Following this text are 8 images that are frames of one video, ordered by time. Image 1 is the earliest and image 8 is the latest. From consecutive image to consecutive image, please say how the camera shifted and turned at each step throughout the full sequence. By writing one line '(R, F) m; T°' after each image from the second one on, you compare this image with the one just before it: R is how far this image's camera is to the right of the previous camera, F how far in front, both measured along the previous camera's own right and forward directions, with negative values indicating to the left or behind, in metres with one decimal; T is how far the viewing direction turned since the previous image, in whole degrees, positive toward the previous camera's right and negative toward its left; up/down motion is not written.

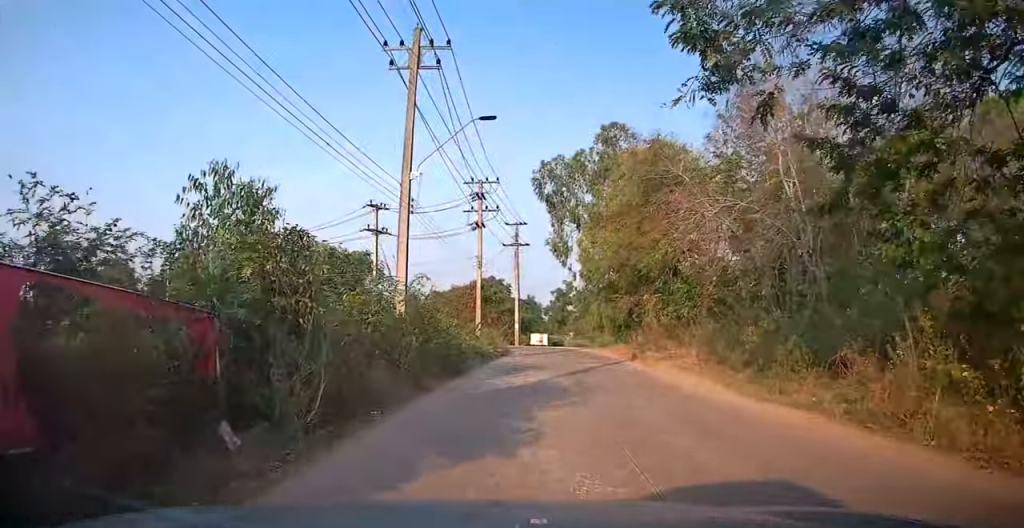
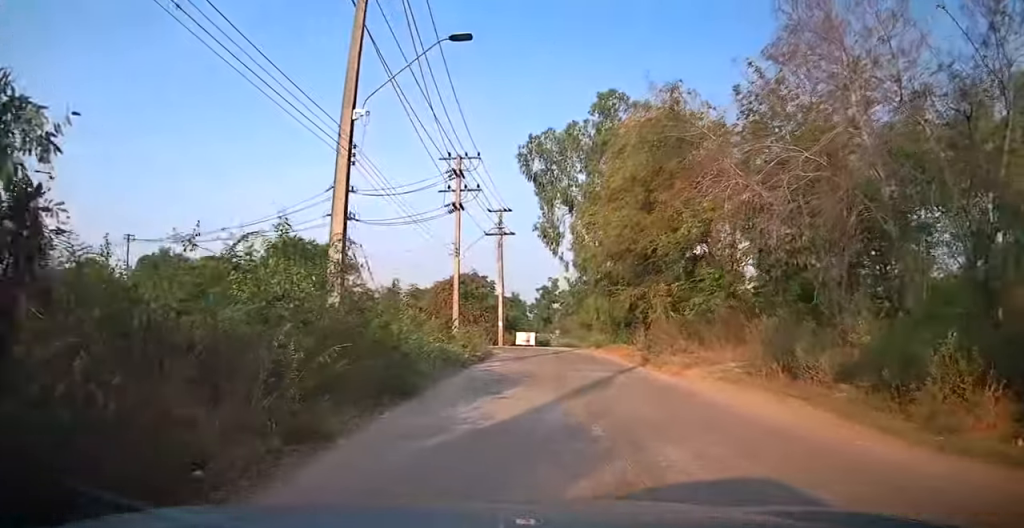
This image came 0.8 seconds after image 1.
(+0.2, +5.3) m; +3°
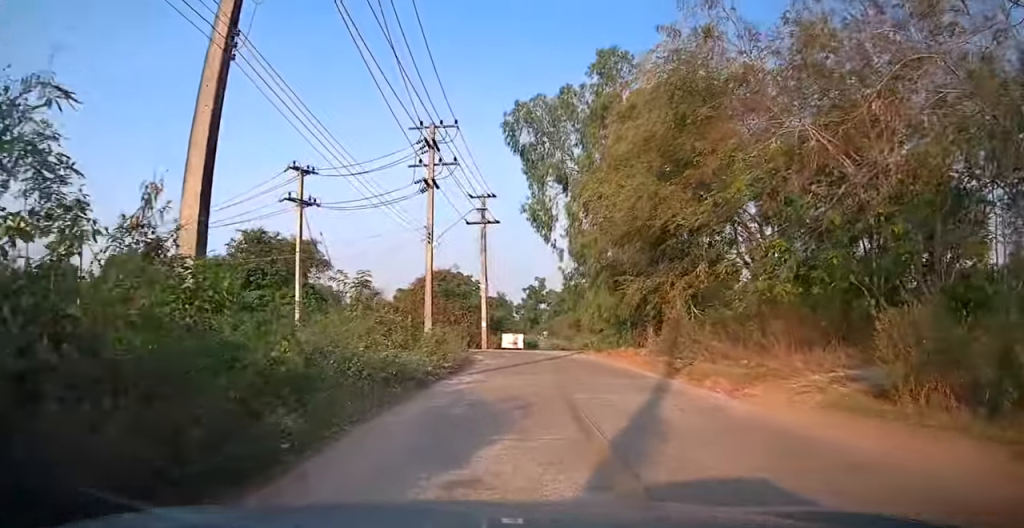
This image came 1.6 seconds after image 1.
(+0.2, +5.5) m; +2°
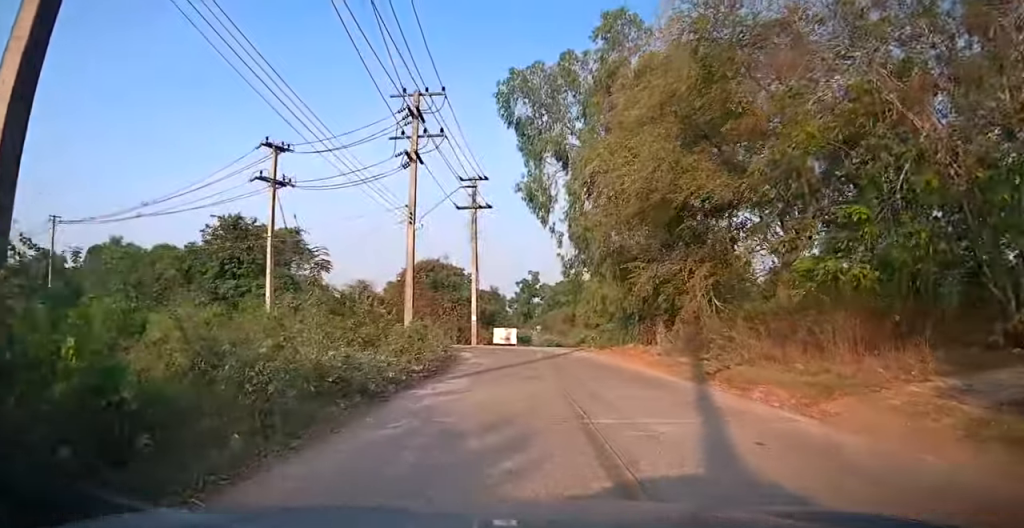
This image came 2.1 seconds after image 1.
(0.0, +3.3) m; +1°
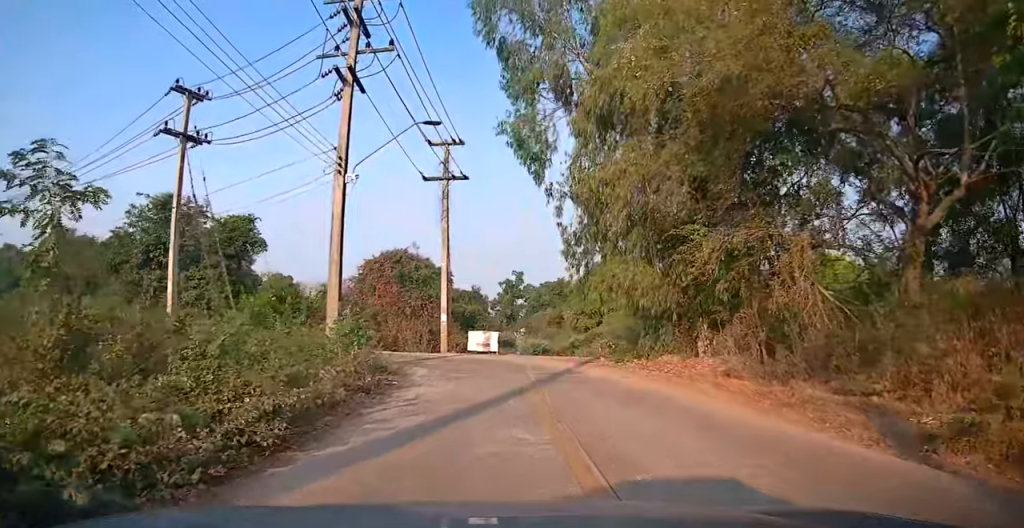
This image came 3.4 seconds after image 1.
(+0.1, +8.1) m; +1°
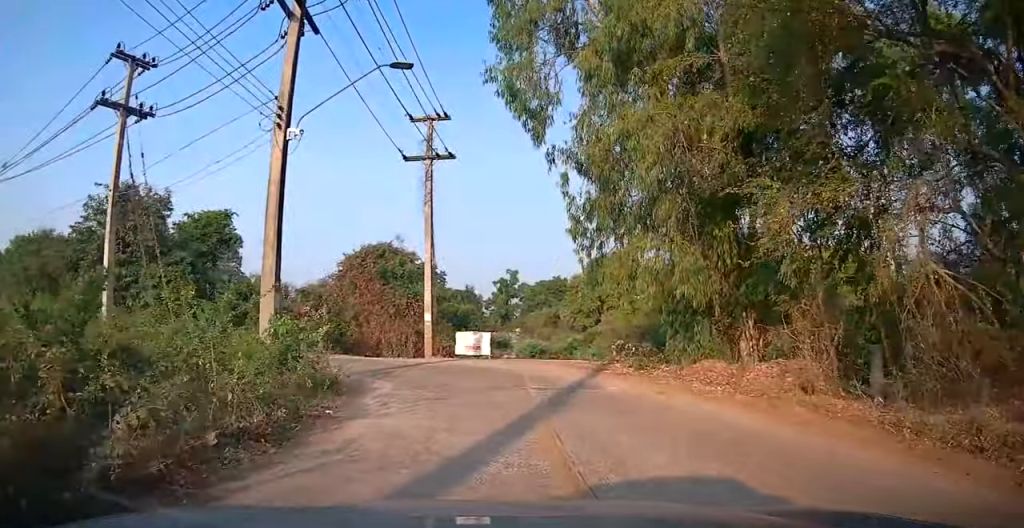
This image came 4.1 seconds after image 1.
(0.0, +4.2) m; 0°
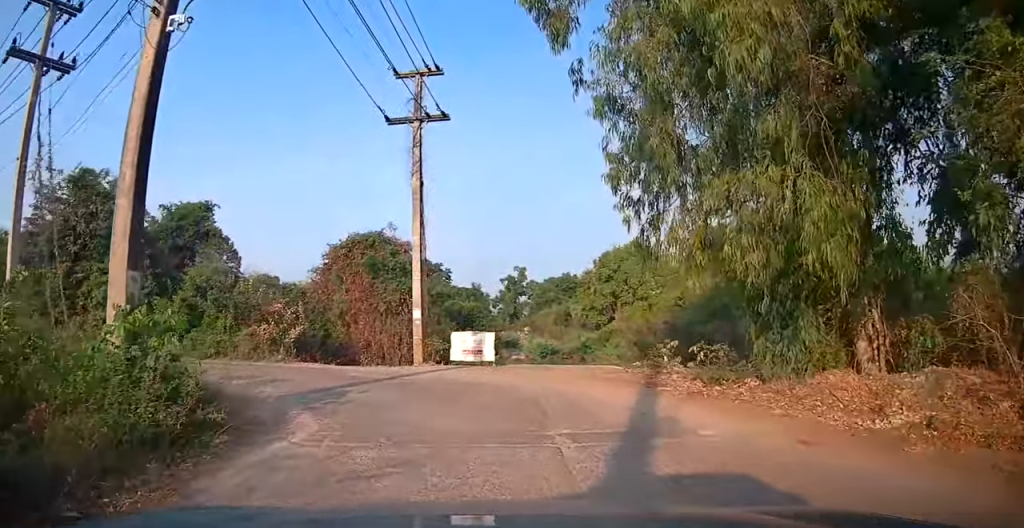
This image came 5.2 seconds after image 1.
(-0.1, +5.1) m; -3°
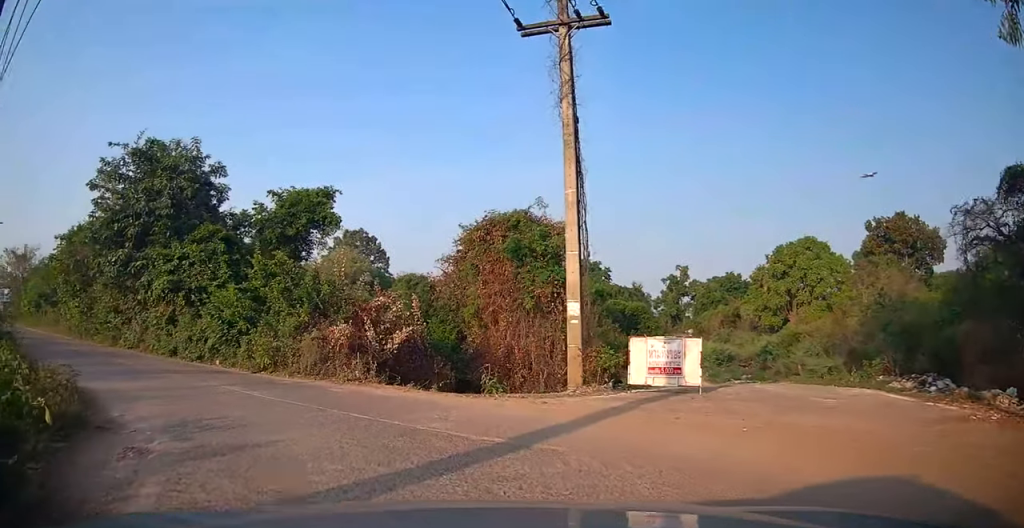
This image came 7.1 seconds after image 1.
(-1.0, +7.8) m; -19°
